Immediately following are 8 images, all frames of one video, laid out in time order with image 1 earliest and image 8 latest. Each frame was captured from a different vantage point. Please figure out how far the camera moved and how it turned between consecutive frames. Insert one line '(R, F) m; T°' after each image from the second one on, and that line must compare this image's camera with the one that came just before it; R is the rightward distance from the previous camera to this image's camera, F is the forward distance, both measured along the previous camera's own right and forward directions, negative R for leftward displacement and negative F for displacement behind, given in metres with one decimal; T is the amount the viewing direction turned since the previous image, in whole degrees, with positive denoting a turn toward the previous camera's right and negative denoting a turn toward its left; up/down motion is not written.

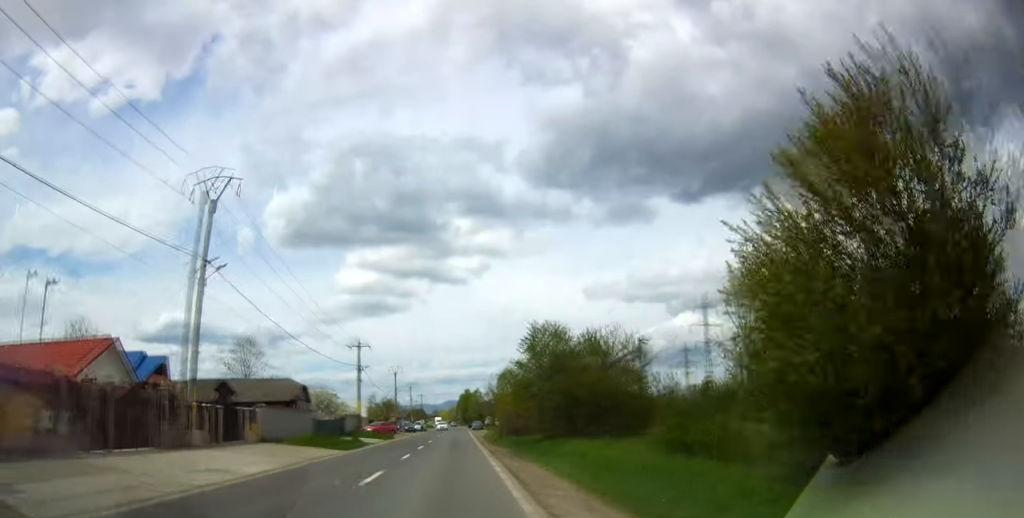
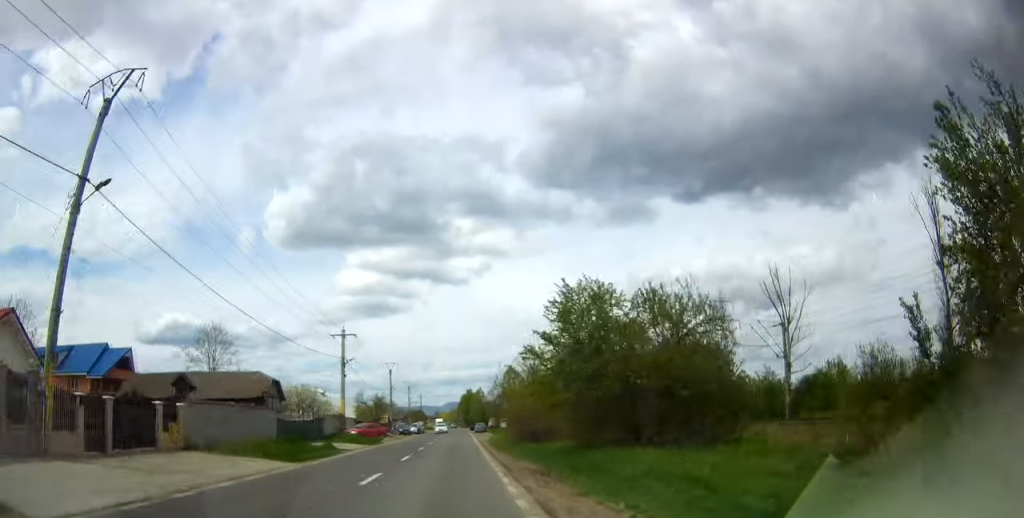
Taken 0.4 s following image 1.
(-0.3, +9.4) m; 0°
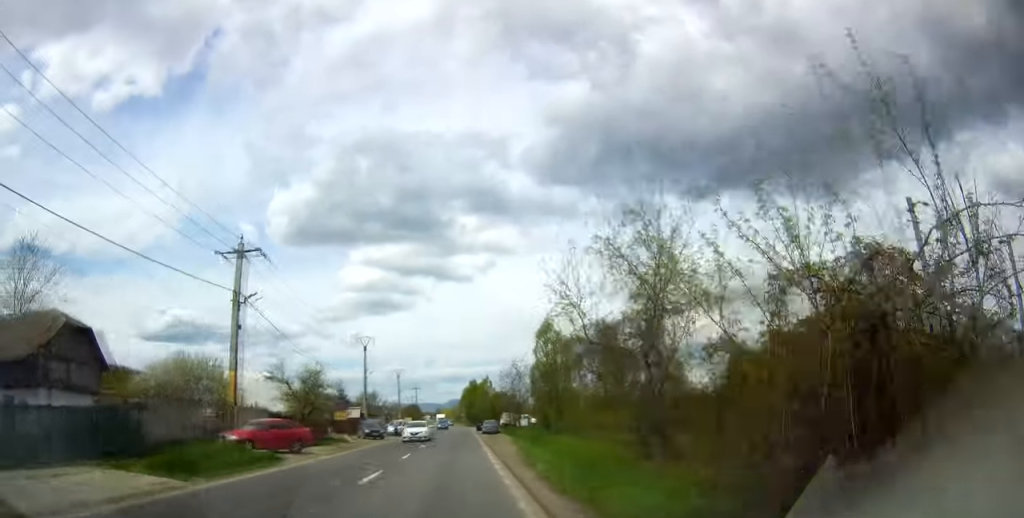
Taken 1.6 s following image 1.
(-0.2, +28.0) m; -1°
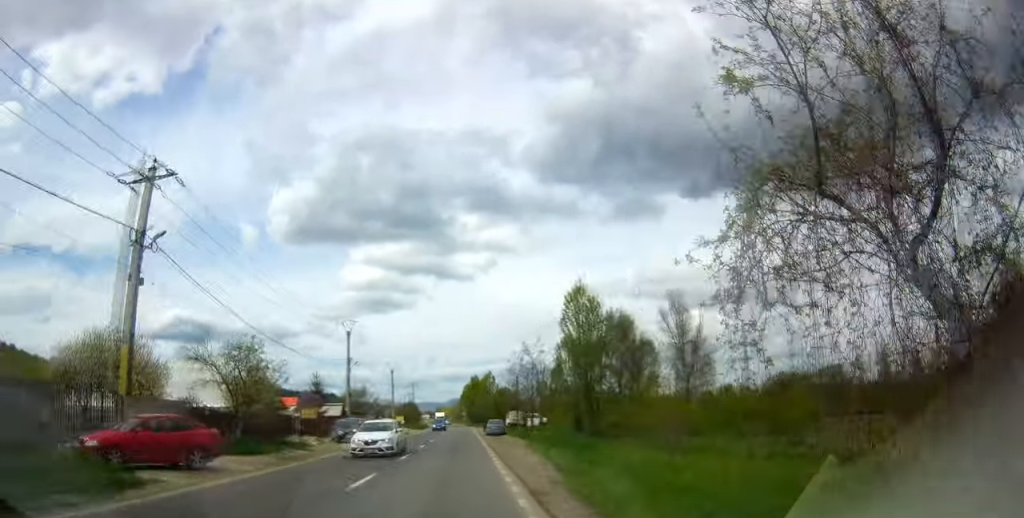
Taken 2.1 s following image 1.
(+0.1, +11.1) m; 0°
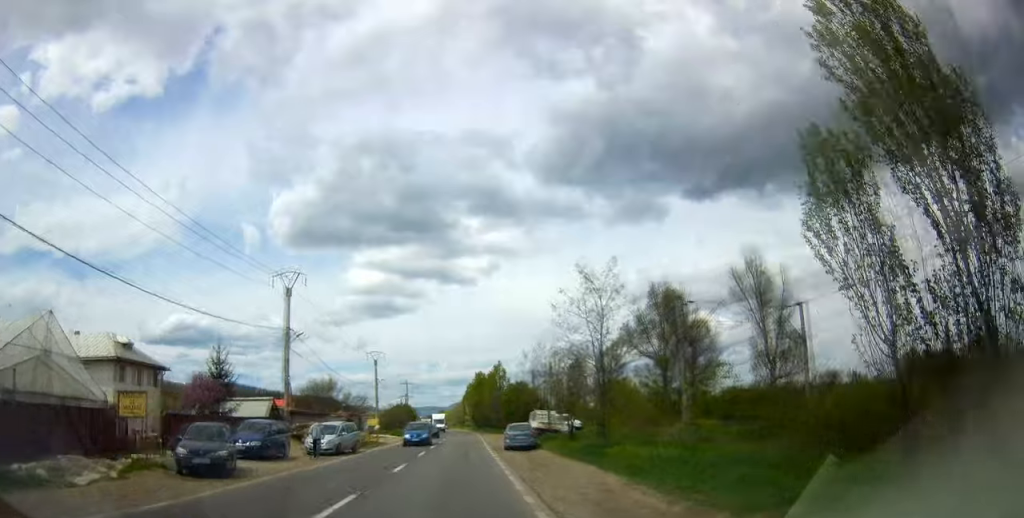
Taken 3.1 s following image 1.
(-0.4, +23.3) m; -1°
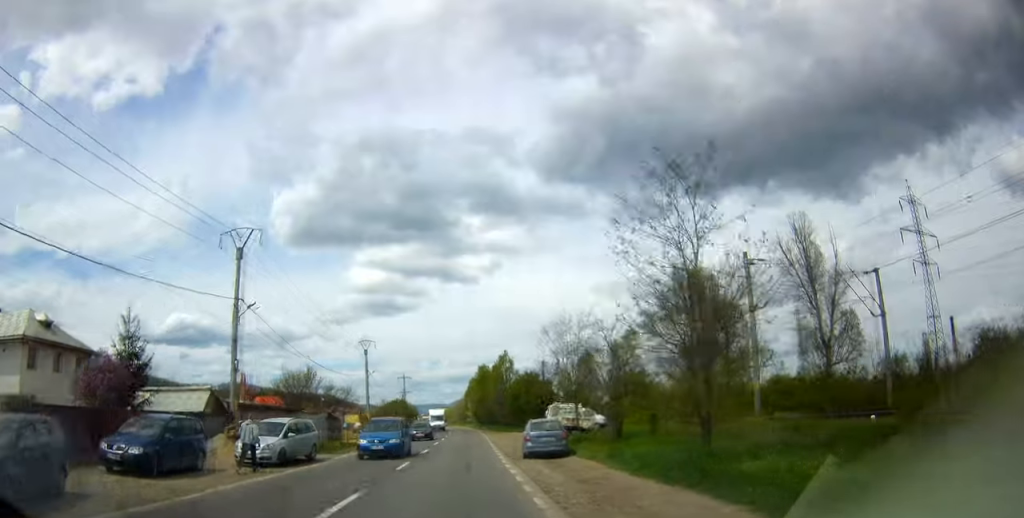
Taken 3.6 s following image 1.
(0.0, +9.5) m; 0°
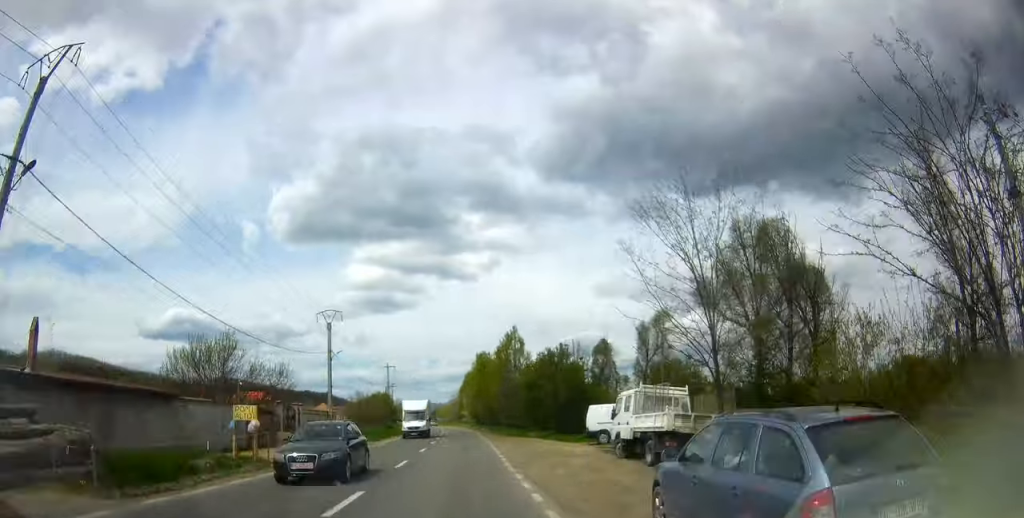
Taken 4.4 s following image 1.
(0.0, +18.6) m; 0°
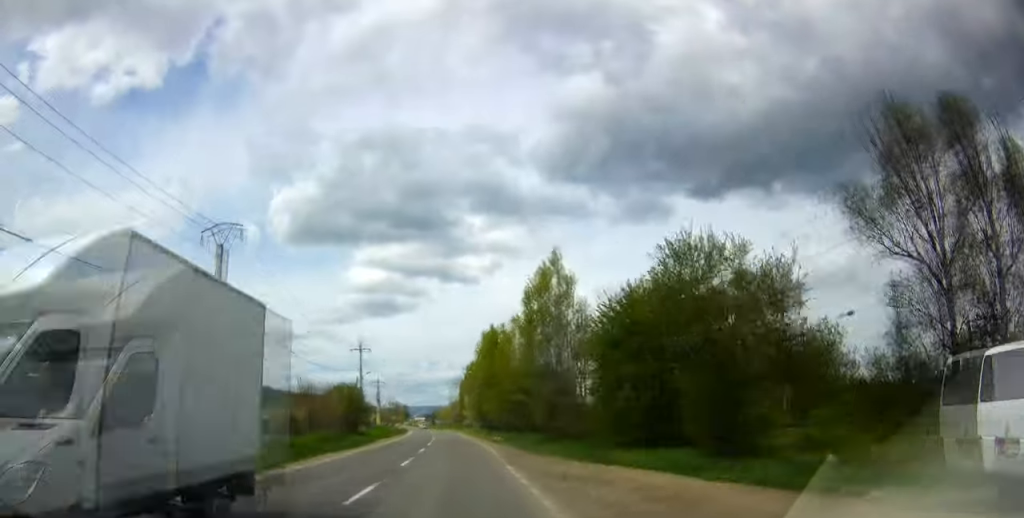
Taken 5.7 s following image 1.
(-0.2, +25.4) m; +1°
